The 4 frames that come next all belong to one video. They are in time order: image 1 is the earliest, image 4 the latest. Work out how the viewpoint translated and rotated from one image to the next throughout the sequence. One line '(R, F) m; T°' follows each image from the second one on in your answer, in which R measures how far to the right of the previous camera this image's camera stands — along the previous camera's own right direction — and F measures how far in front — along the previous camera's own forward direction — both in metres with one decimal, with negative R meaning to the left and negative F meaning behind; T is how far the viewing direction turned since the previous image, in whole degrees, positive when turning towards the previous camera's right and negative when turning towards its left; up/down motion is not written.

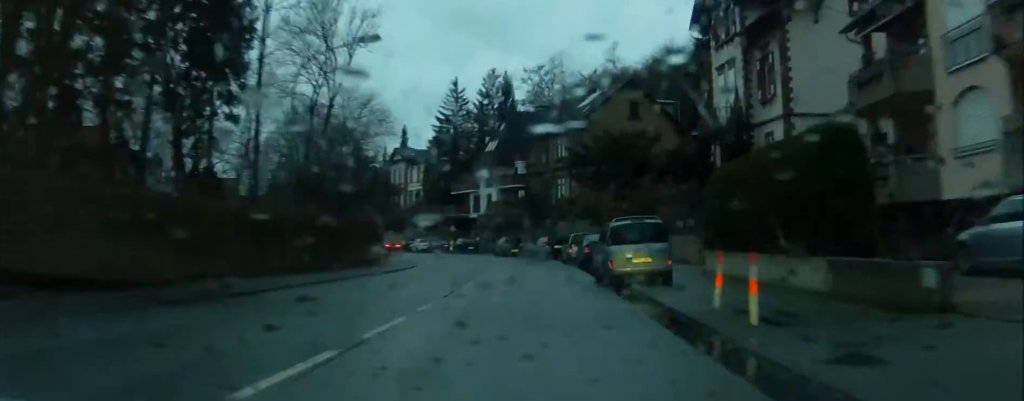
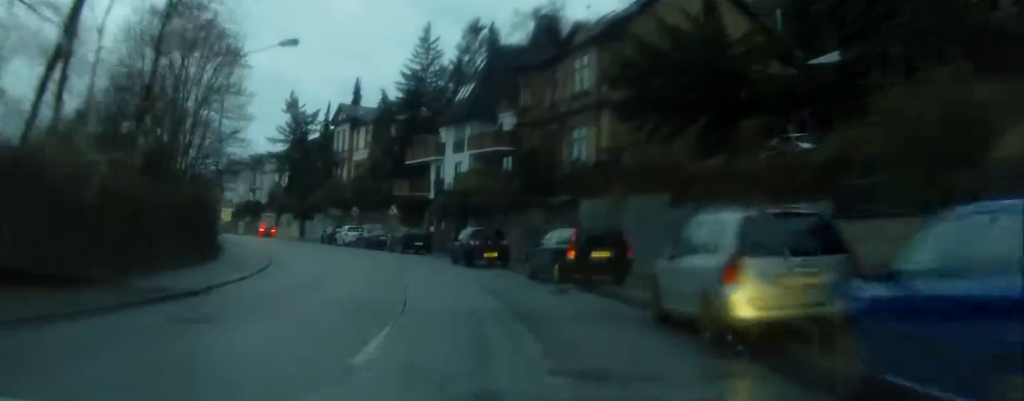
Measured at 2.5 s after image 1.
(+2.0, +34.1) m; 0°
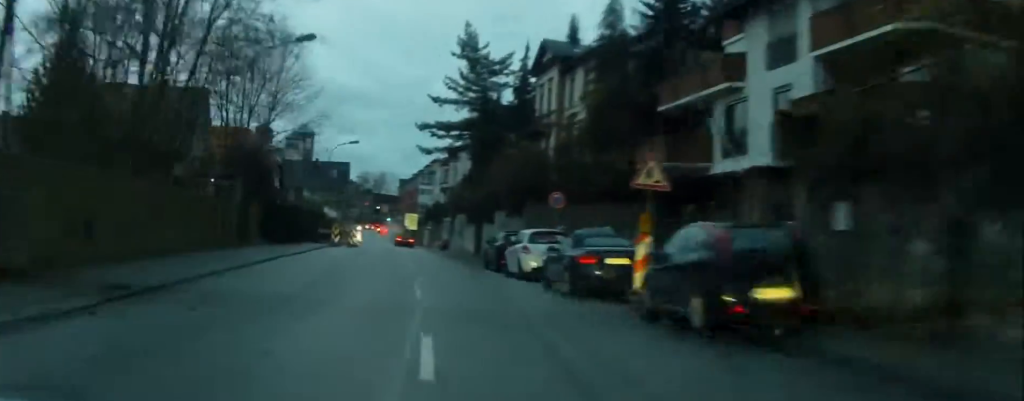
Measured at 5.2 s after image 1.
(-2.7, +37.0) m; -9°
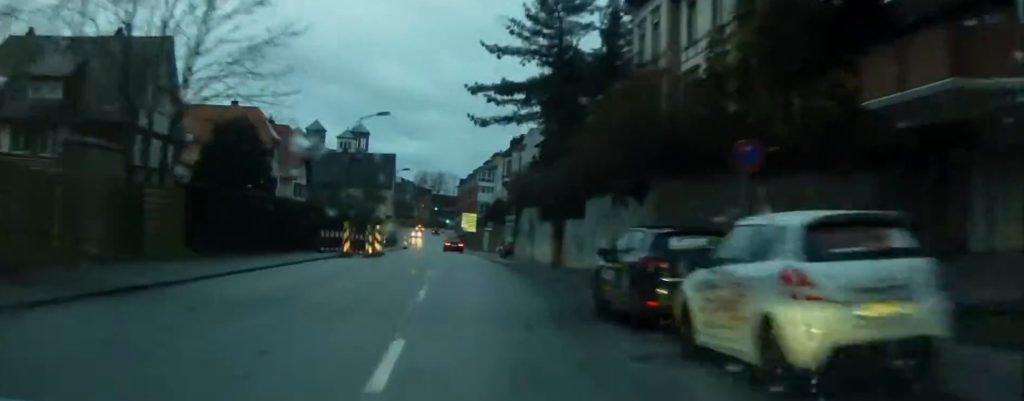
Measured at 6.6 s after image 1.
(-0.9, +19.1) m; -3°
